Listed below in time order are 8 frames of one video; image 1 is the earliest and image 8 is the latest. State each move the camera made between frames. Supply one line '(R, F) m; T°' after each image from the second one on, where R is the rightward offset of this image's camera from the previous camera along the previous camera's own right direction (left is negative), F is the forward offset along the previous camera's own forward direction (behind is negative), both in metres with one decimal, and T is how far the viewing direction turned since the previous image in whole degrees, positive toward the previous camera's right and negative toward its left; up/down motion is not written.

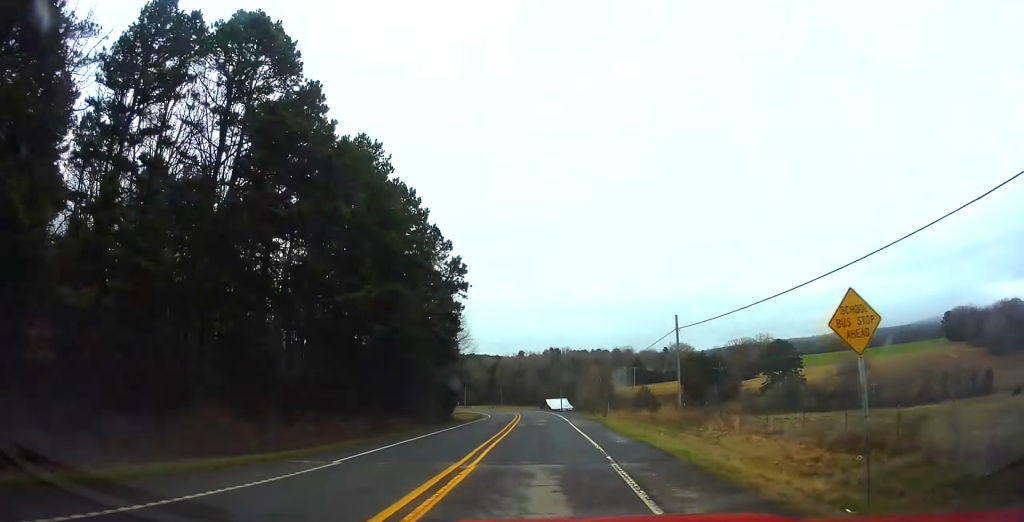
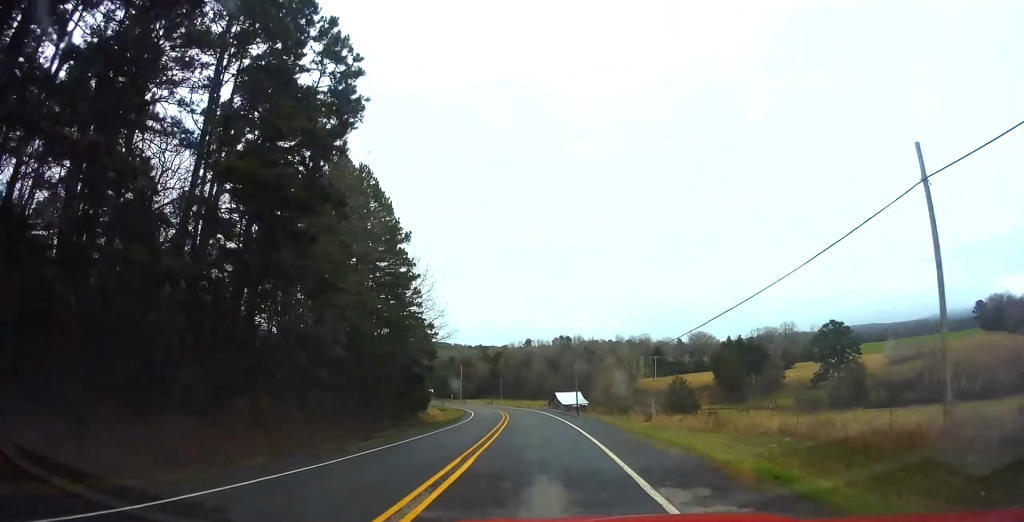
(+0.4, +28.2) m; -1°
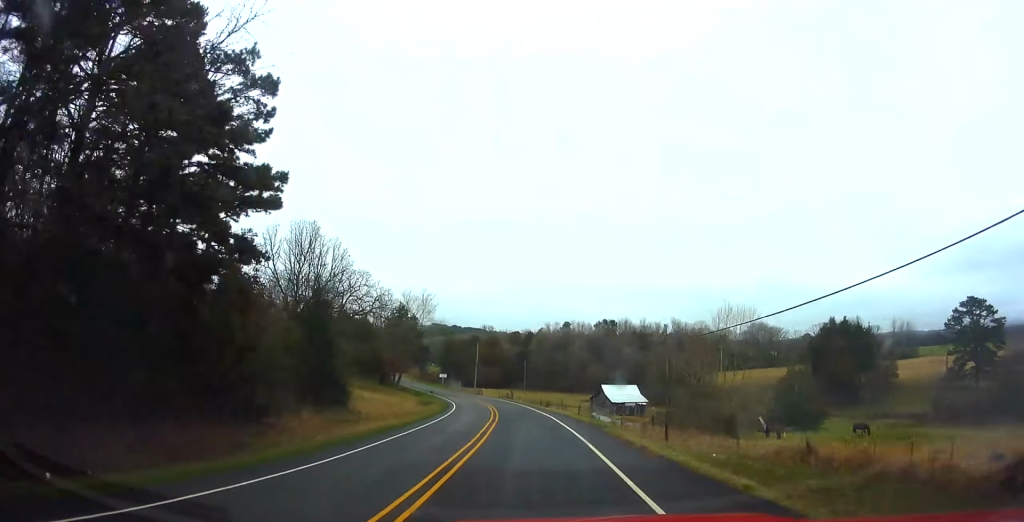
(-1.0, +40.7) m; -4°
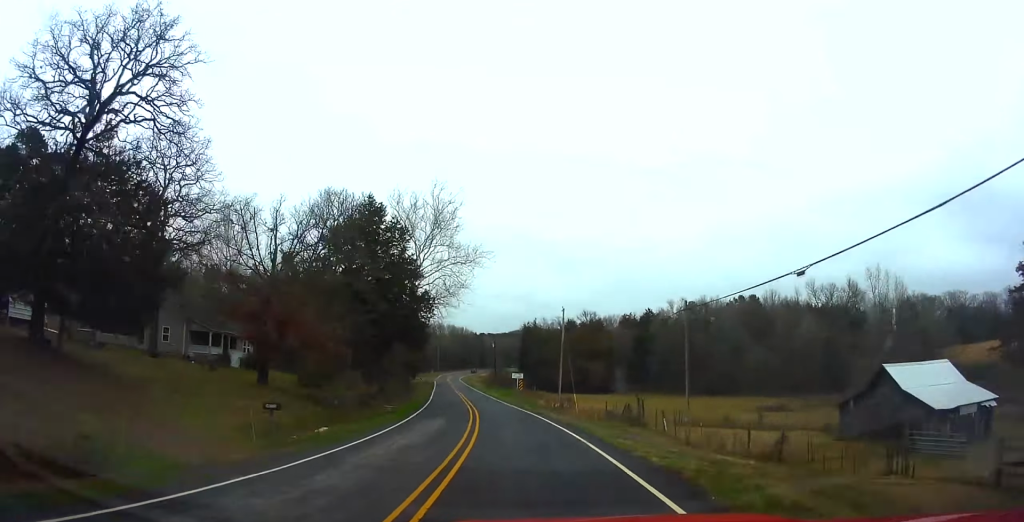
(-3.7, +62.5) m; -9°
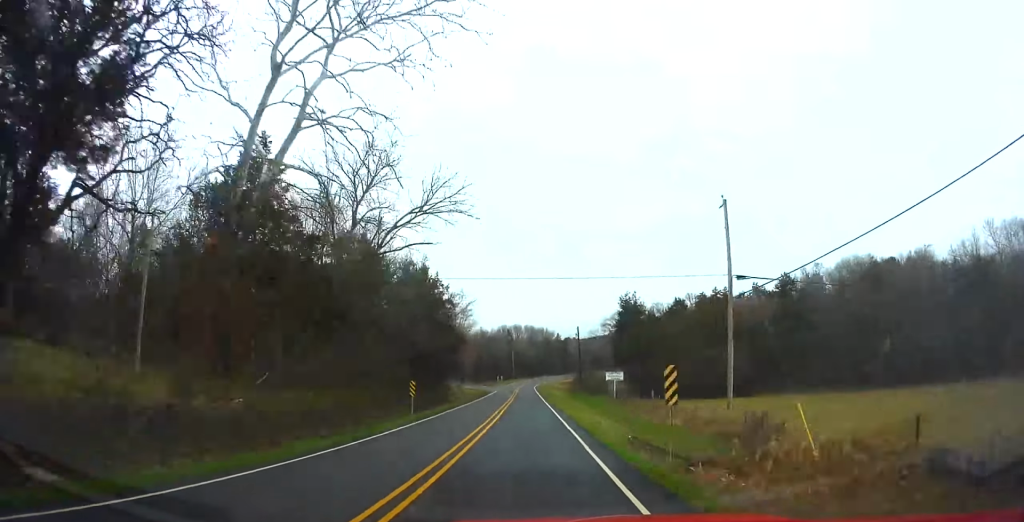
(-1.0, +39.4) m; -6°
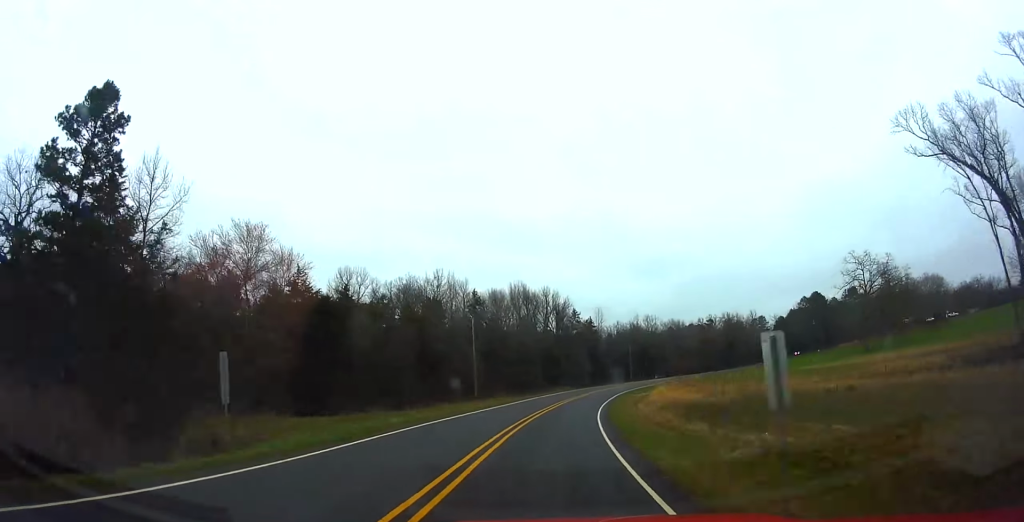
(-11.2, +134.1) m; 0°
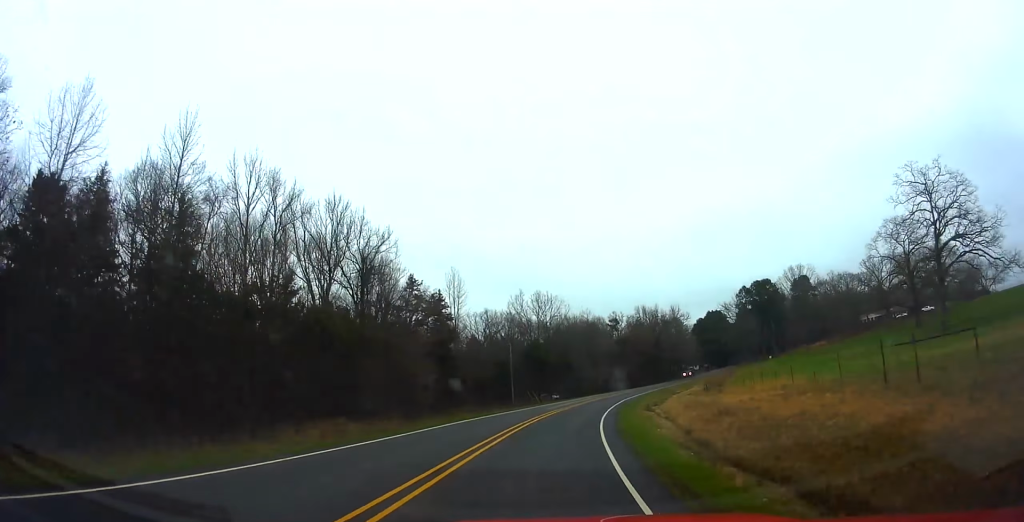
(+5.0, +67.6) m; +10°
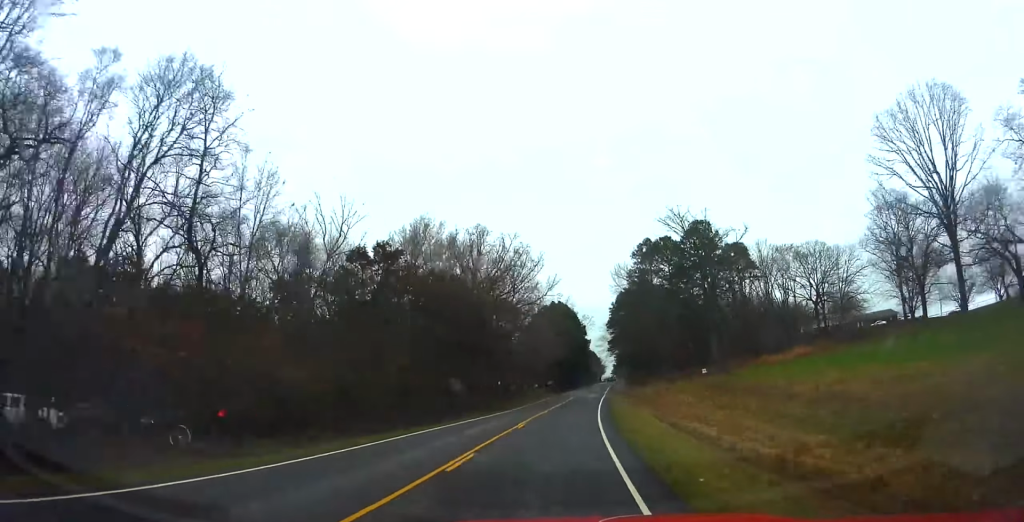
(+11.2, +86.4) m; +16°
